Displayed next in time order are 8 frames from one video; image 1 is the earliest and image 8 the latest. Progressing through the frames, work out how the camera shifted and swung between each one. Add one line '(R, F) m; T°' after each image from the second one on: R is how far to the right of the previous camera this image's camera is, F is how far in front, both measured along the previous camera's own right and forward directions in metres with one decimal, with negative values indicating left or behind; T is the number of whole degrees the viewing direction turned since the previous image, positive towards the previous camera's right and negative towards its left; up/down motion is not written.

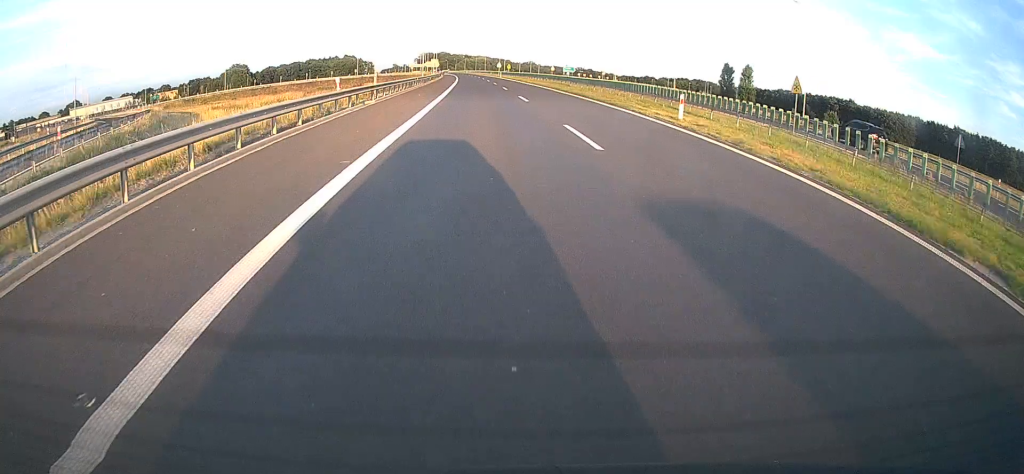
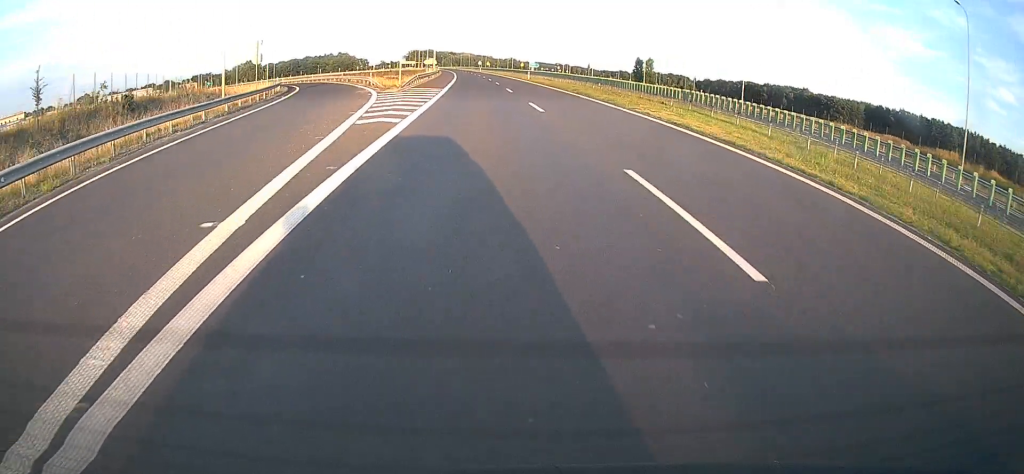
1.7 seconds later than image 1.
(+0.7, +47.4) m; +2°
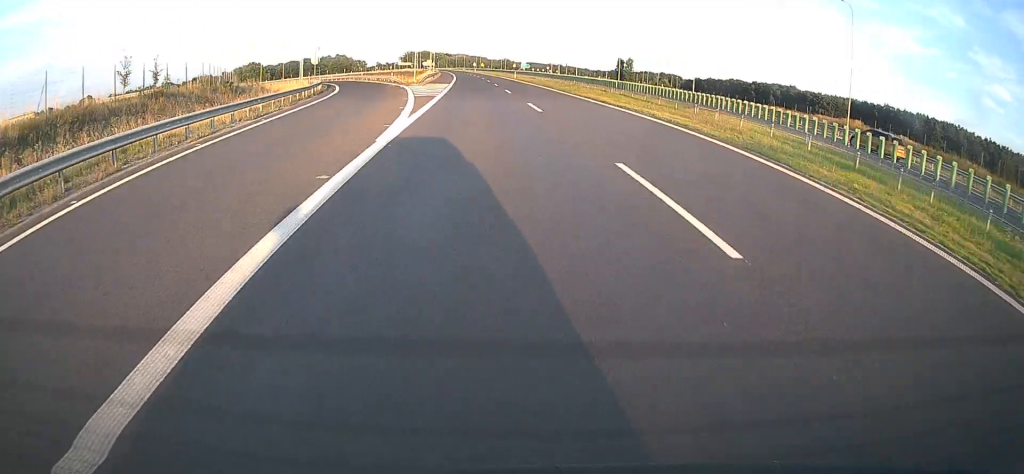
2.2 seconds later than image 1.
(0.0, +14.0) m; 0°
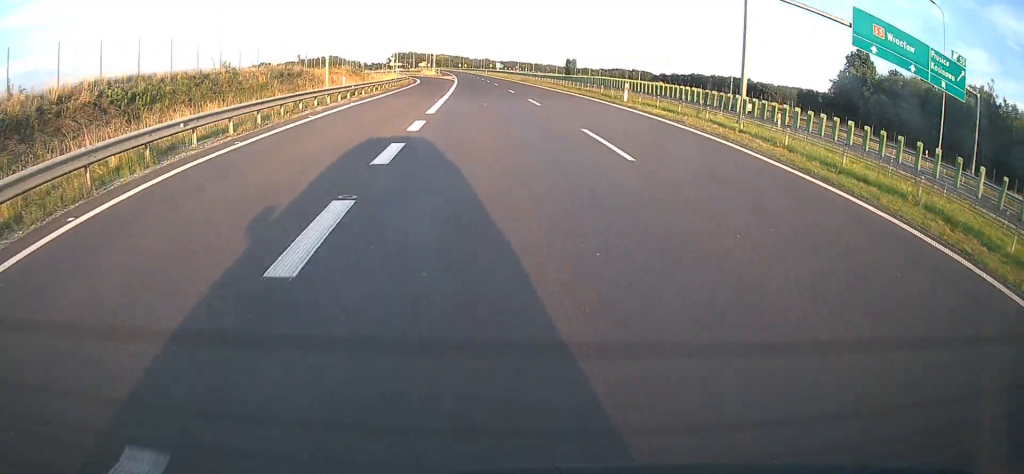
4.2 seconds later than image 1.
(+1.0, +56.8) m; +2°
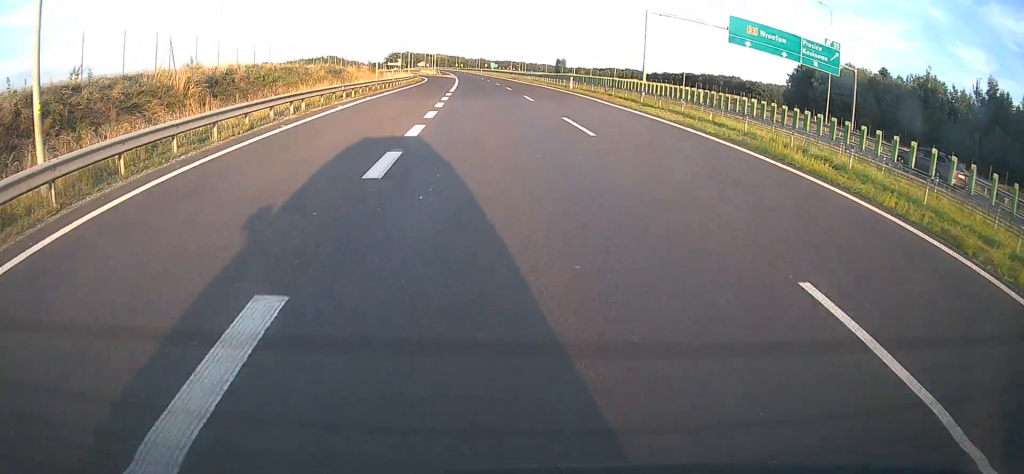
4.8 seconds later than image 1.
(-0.1, +14.9) m; 0°
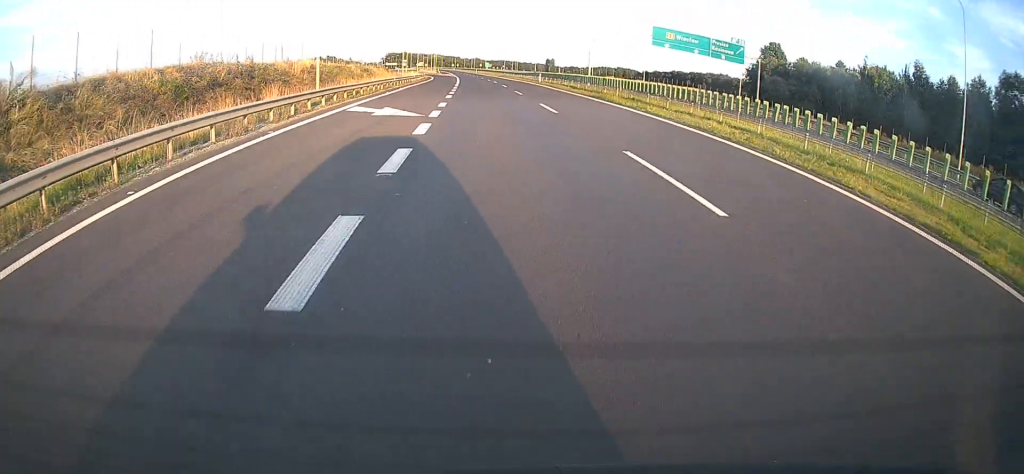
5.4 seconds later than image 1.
(+0.2, +17.7) m; +1°
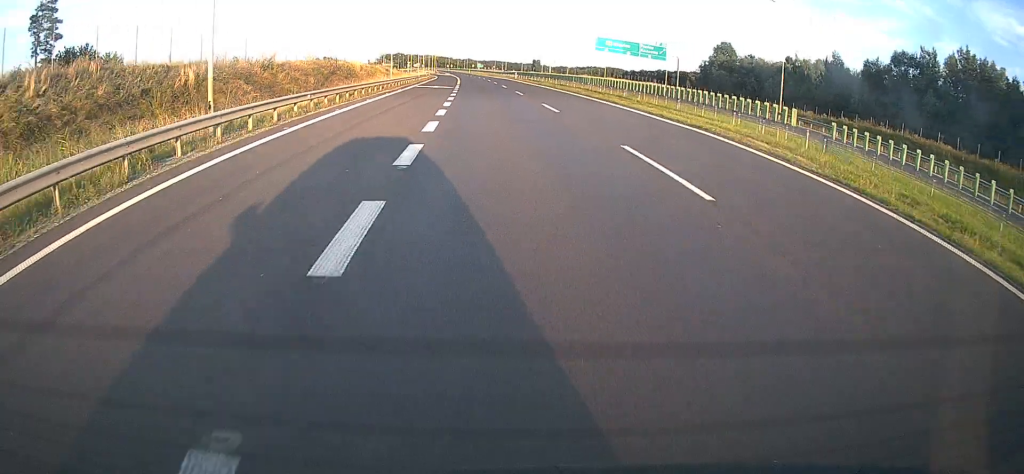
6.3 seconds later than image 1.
(+0.1, +24.3) m; +1°
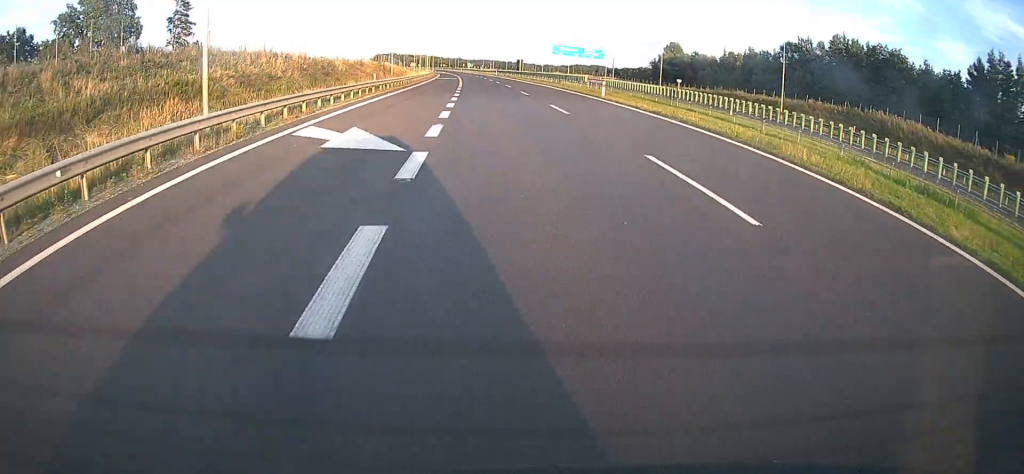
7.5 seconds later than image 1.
(+0.4, +34.7) m; +1°
